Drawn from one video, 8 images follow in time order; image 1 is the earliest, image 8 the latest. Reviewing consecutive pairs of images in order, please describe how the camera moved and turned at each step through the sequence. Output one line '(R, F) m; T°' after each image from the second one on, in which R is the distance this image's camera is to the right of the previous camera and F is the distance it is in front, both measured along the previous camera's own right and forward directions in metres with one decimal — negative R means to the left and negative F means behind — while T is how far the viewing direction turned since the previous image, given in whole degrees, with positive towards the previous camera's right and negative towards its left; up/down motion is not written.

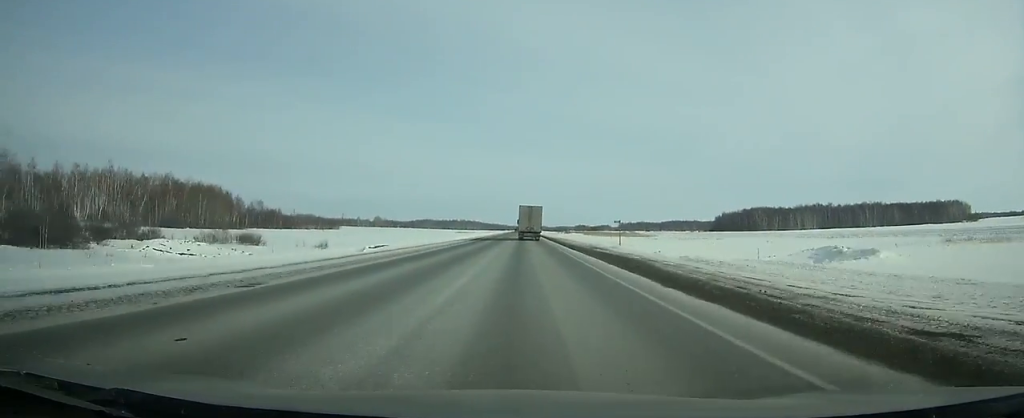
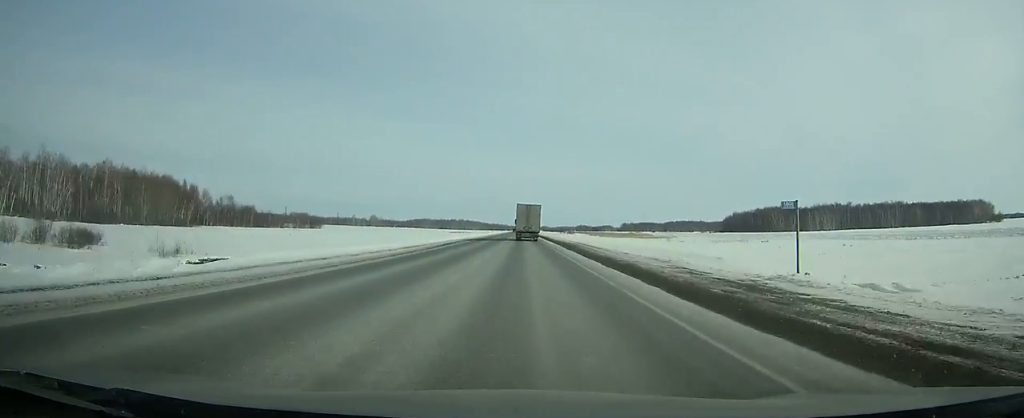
(-0.3, +30.8) m; 0°
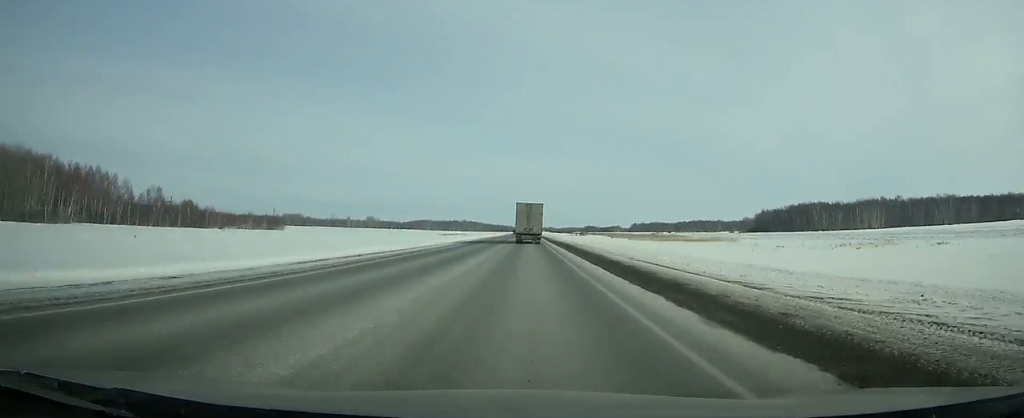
(-0.4, +58.9) m; -1°
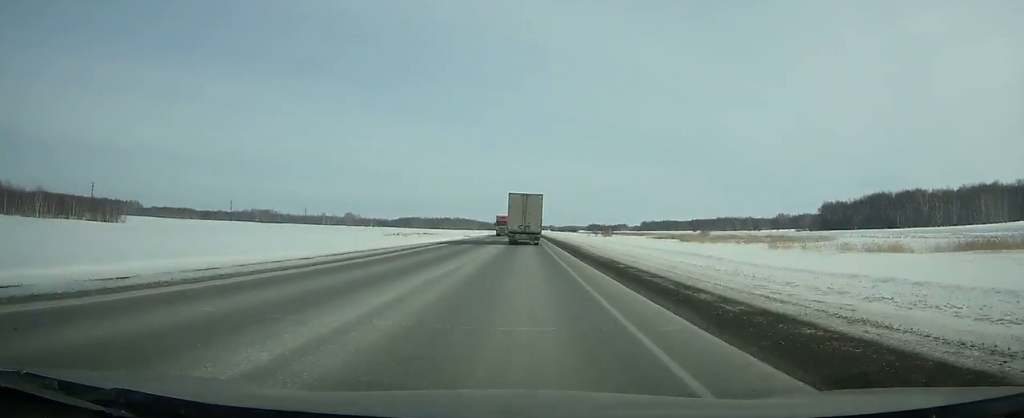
(-0.6, +115.8) m; 0°
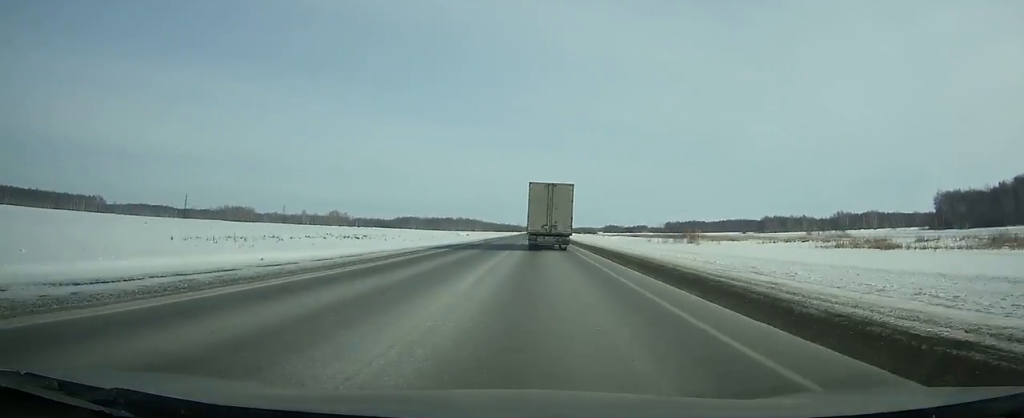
(-0.1, +115.8) m; 0°
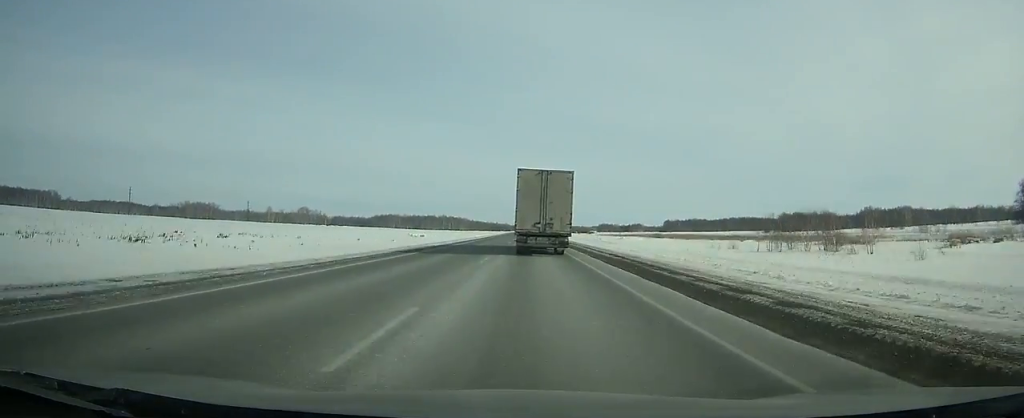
(+0.2, +70.0) m; 0°
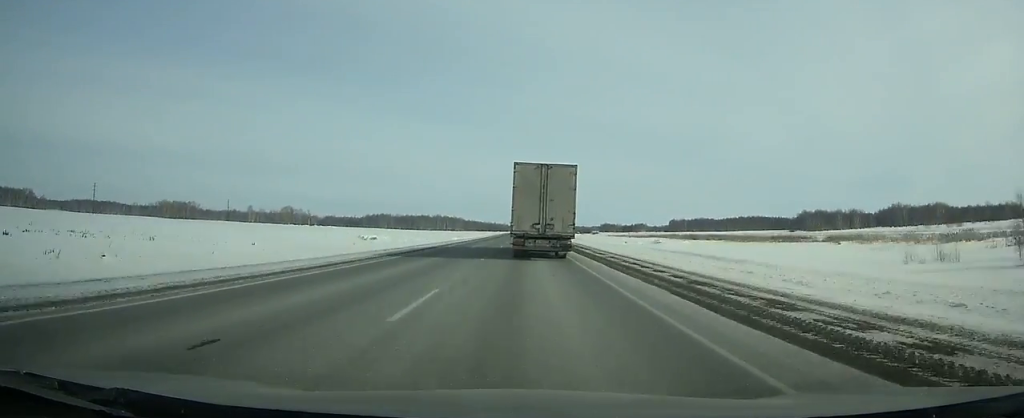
(+0.1, +45.1) m; 0°
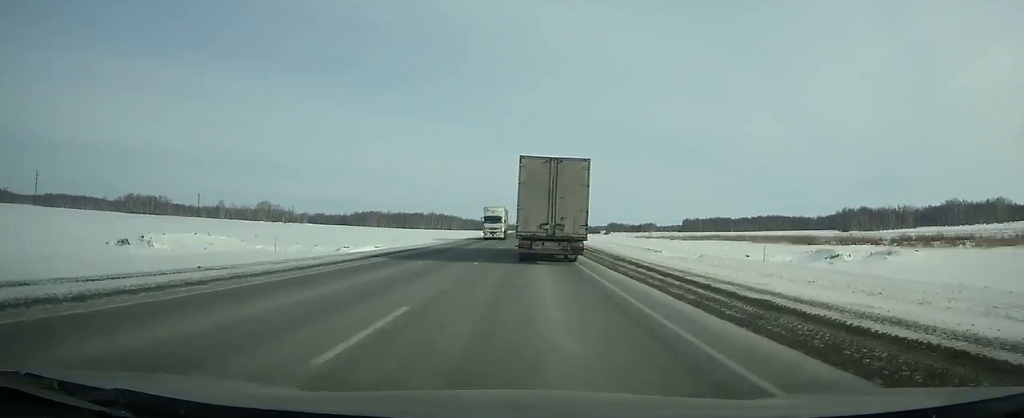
(-0.2, +67.8) m; 0°
